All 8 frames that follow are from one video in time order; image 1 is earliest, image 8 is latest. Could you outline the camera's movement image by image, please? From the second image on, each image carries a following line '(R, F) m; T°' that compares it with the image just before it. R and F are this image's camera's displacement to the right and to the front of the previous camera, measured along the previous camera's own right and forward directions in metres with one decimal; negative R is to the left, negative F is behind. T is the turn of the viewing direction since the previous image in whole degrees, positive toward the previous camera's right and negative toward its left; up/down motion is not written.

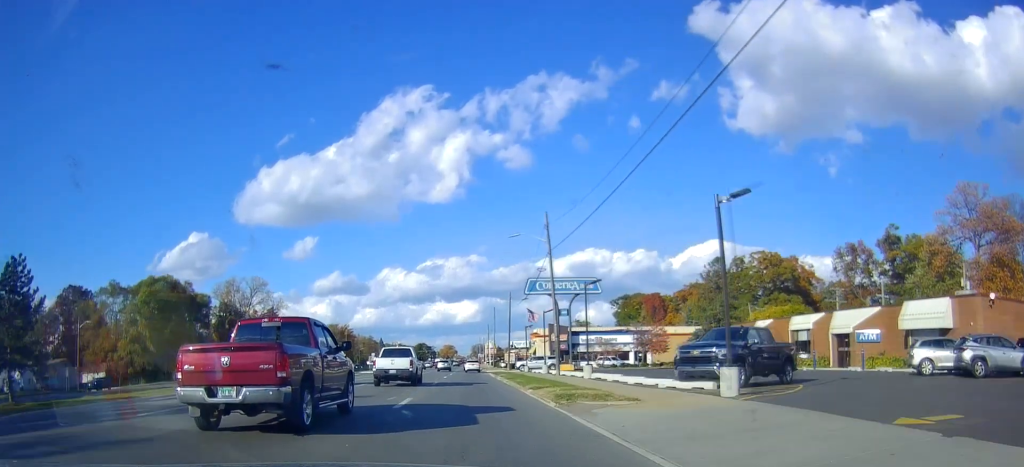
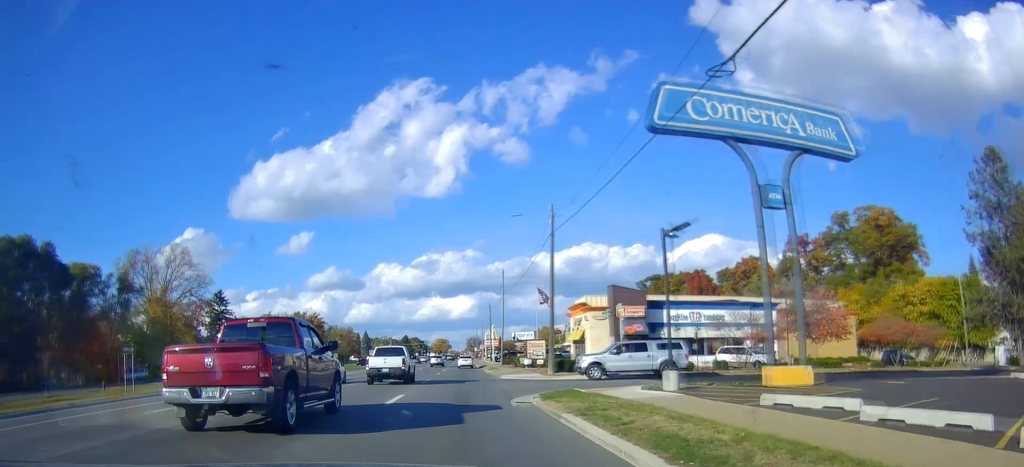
(+0.5, +43.7) m; -1°
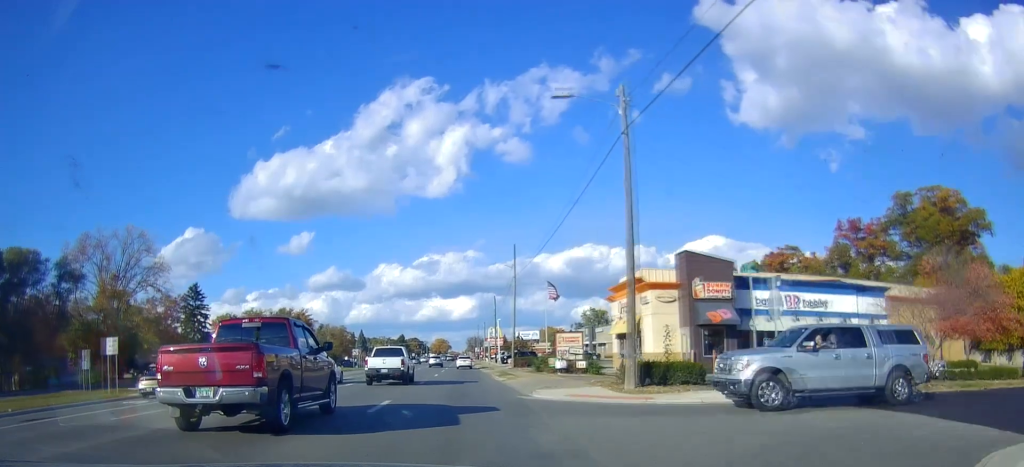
(-0.5, +17.2) m; 0°
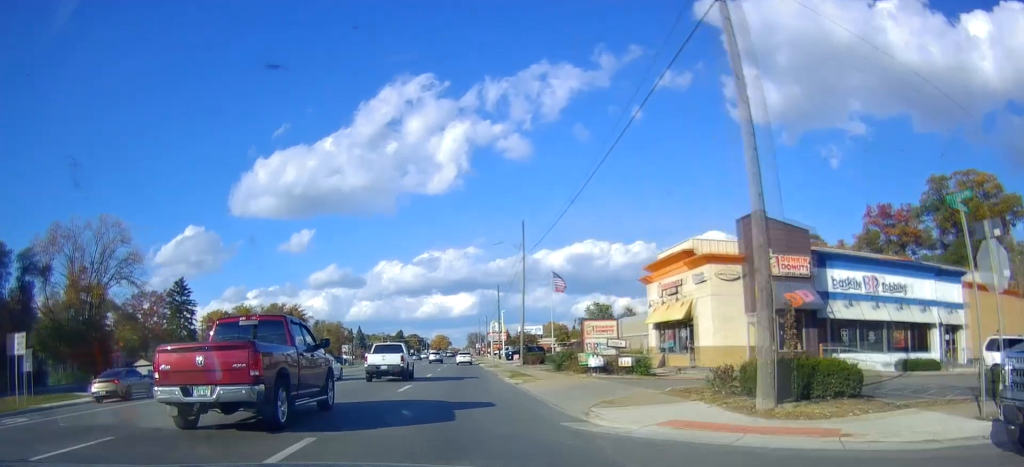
(-0.1, +8.7) m; 0°
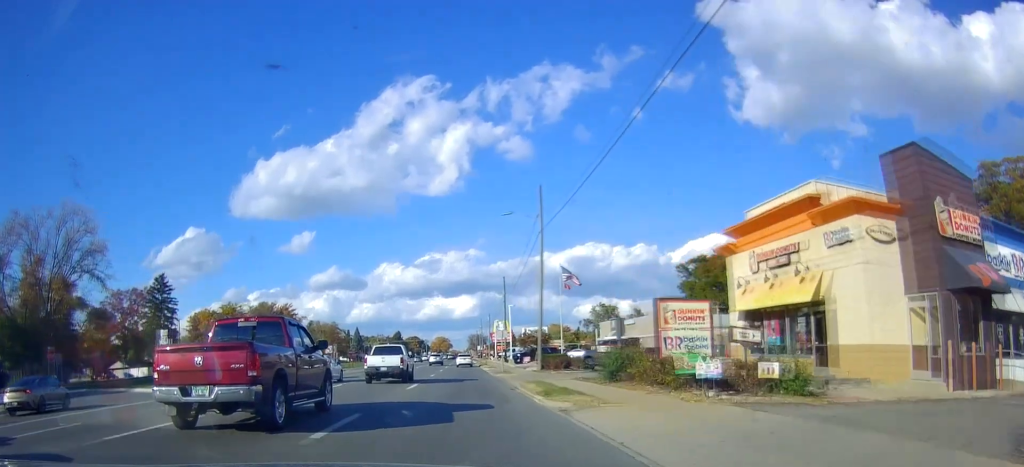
(+0.4, +11.4) m; +1°
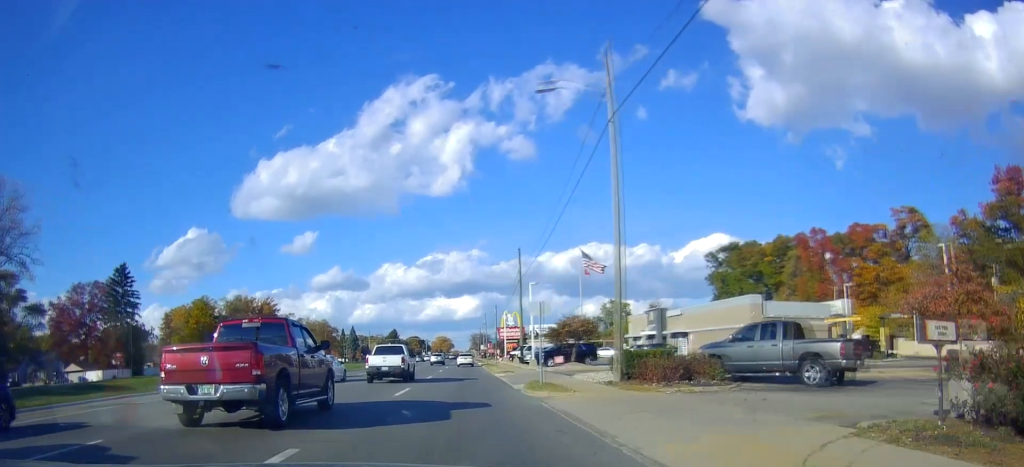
(+0.2, +19.5) m; 0°
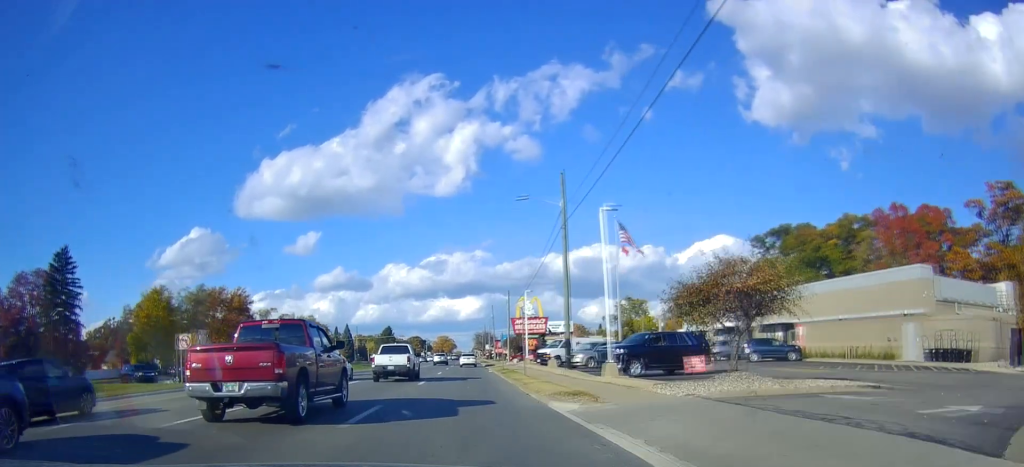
(-0.4, +24.0) m; 0°
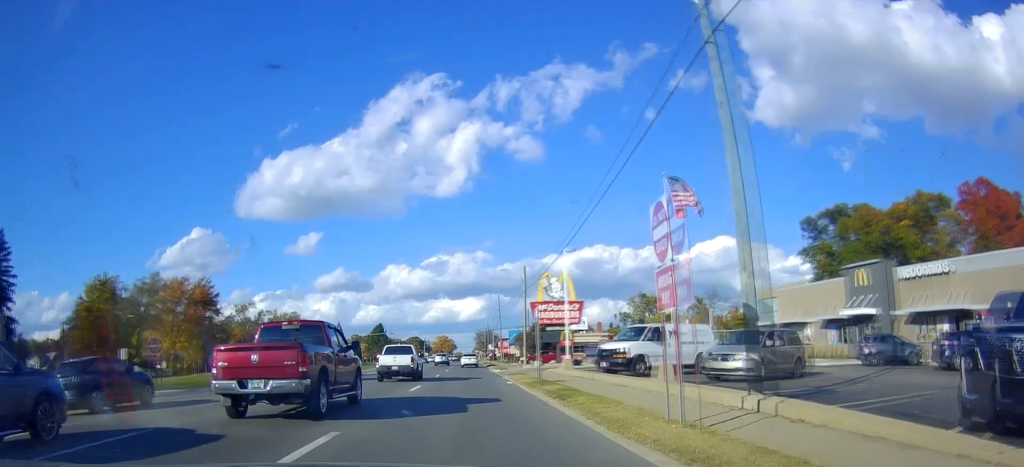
(+0.3, +20.7) m; -1°
